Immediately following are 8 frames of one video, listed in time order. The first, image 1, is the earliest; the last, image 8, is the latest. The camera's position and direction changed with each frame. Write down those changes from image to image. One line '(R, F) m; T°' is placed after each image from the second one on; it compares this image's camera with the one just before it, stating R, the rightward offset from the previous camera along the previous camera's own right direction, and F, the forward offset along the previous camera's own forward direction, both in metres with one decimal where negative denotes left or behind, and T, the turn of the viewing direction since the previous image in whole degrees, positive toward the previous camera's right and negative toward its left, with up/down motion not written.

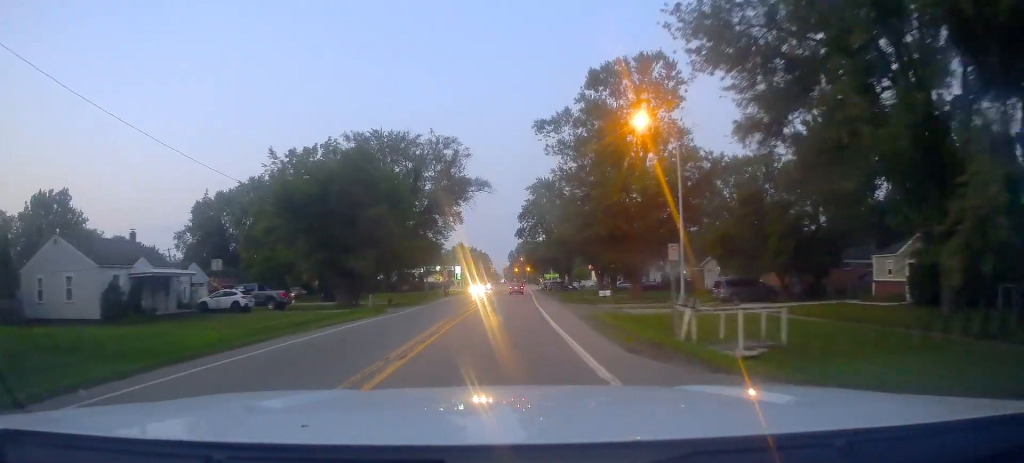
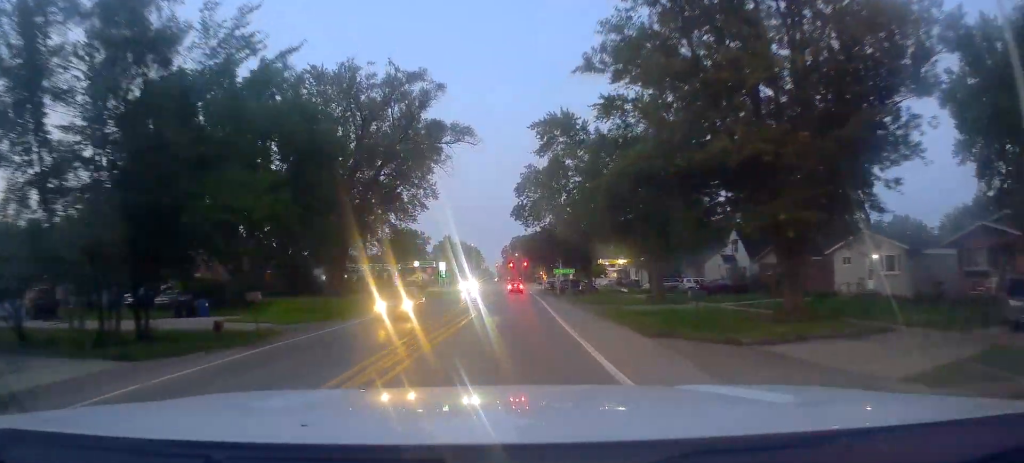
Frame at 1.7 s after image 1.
(-0.4, +28.8) m; +3°
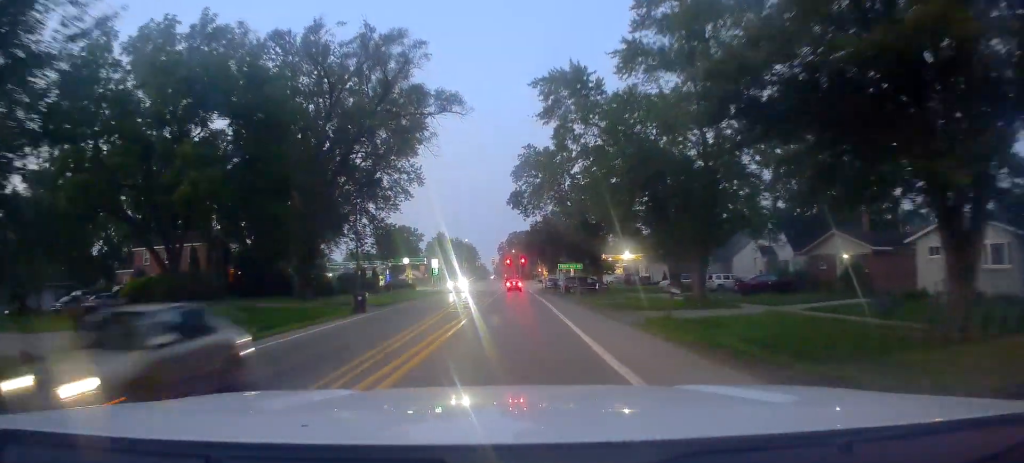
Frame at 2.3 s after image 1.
(+0.1, +9.4) m; +2°
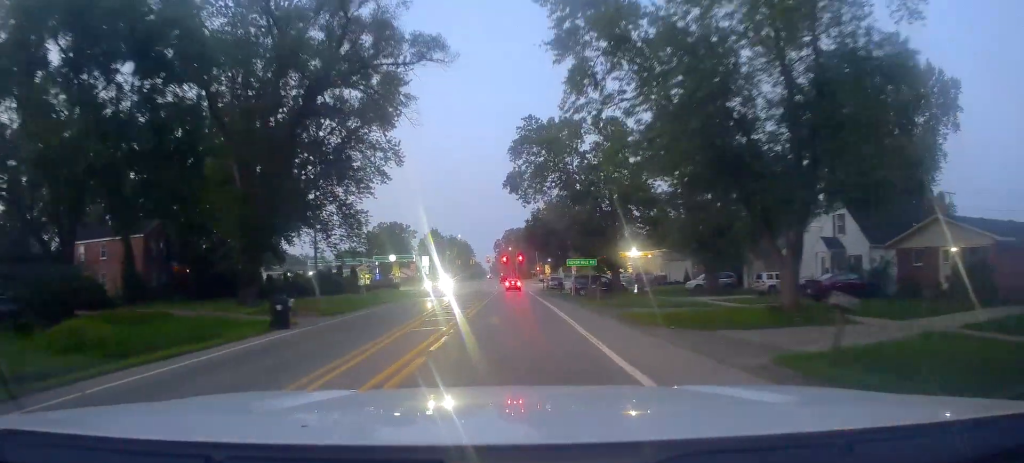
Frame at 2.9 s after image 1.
(+0.6, +10.9) m; -2°
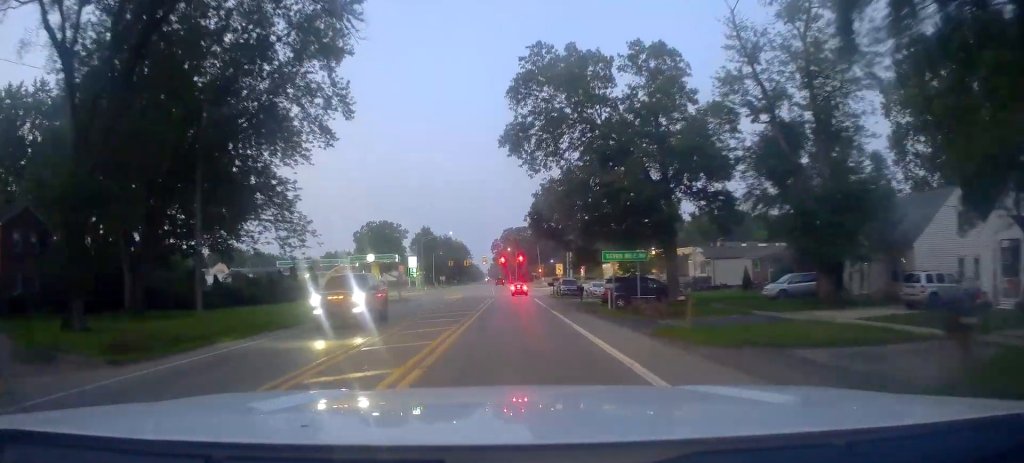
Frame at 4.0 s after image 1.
(-1.2, +17.2) m; -3°
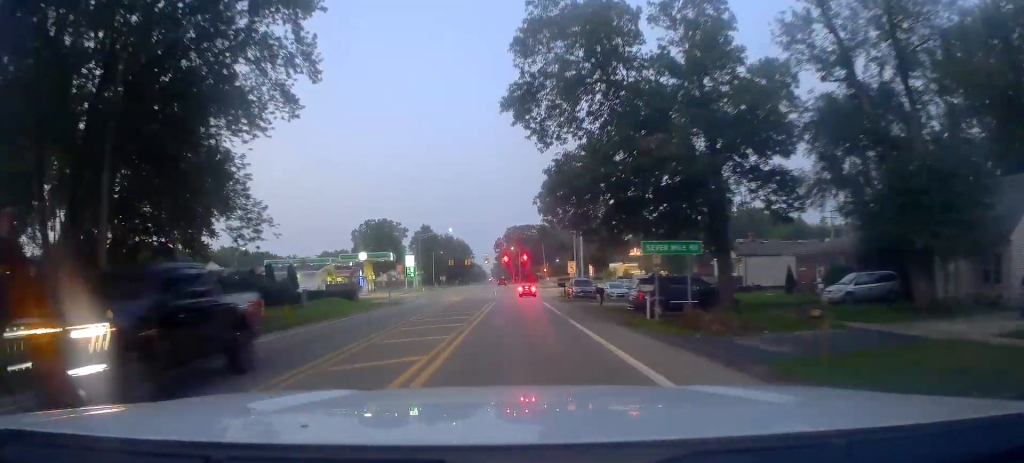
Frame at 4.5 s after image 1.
(+0.1, +7.4) m; +1°
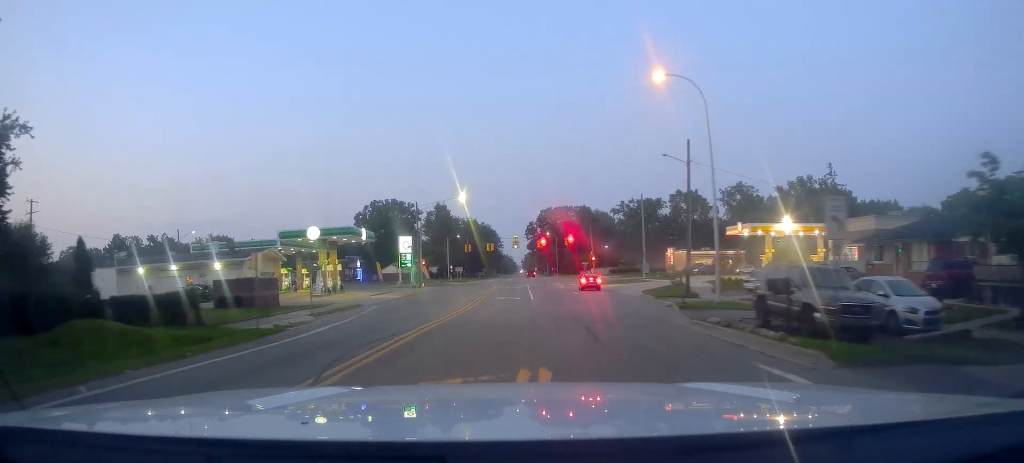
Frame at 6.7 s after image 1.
(+0.7, +34.9) m; -1°
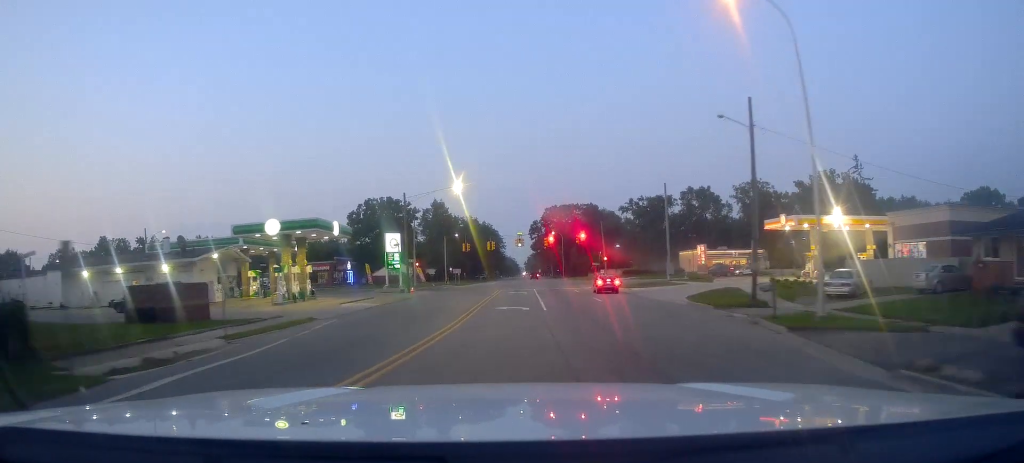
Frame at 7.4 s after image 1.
(-0.2, +10.5) m; -1°
